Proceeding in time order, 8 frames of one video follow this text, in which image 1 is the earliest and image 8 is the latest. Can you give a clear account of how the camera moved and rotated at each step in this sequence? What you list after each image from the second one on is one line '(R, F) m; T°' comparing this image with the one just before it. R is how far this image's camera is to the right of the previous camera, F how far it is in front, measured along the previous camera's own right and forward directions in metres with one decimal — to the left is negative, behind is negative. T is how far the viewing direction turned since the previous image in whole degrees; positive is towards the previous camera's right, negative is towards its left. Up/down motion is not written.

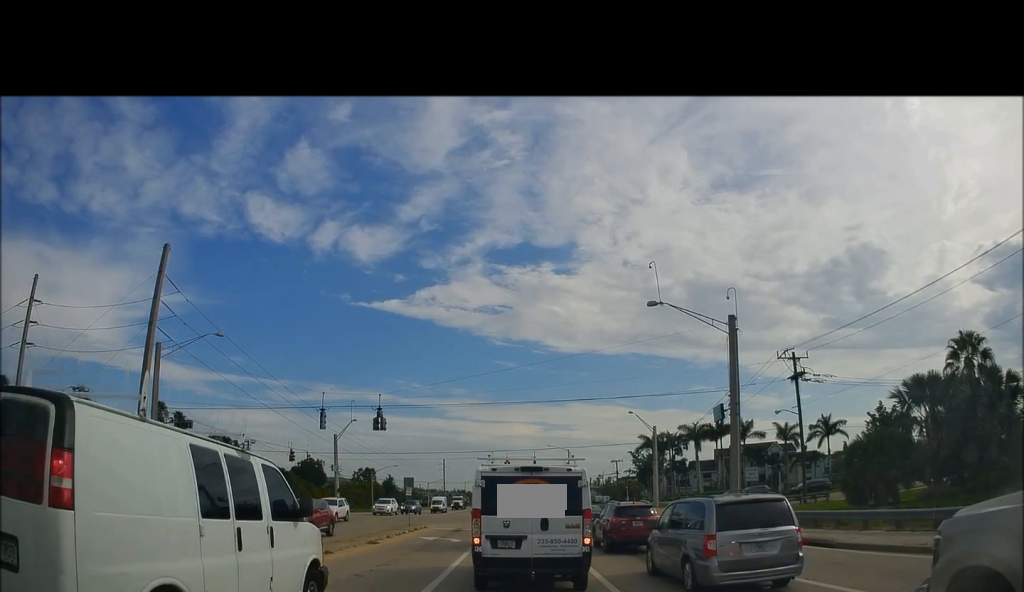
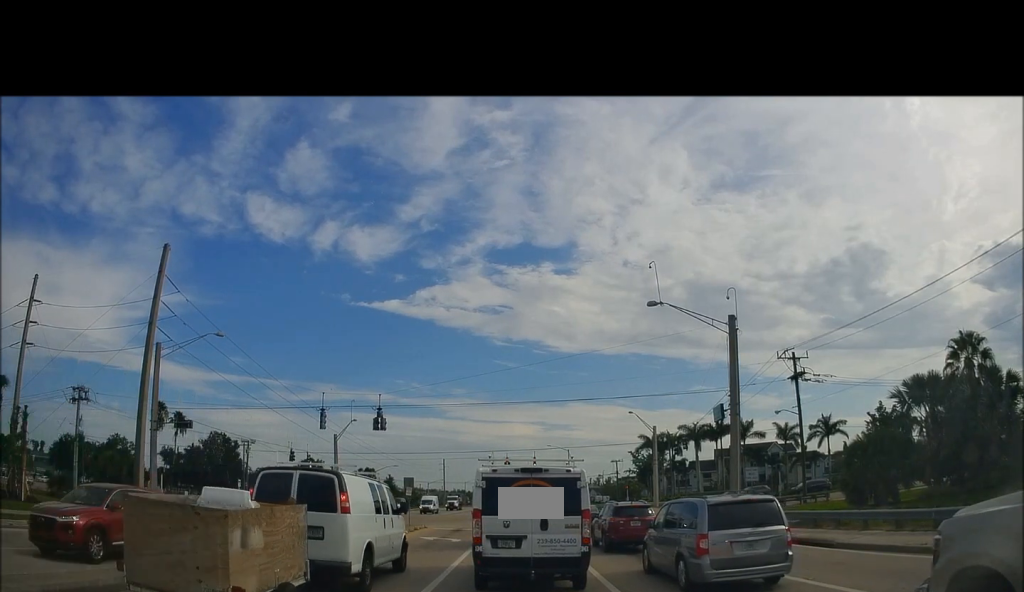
(0.0, 0.0) m; 0°
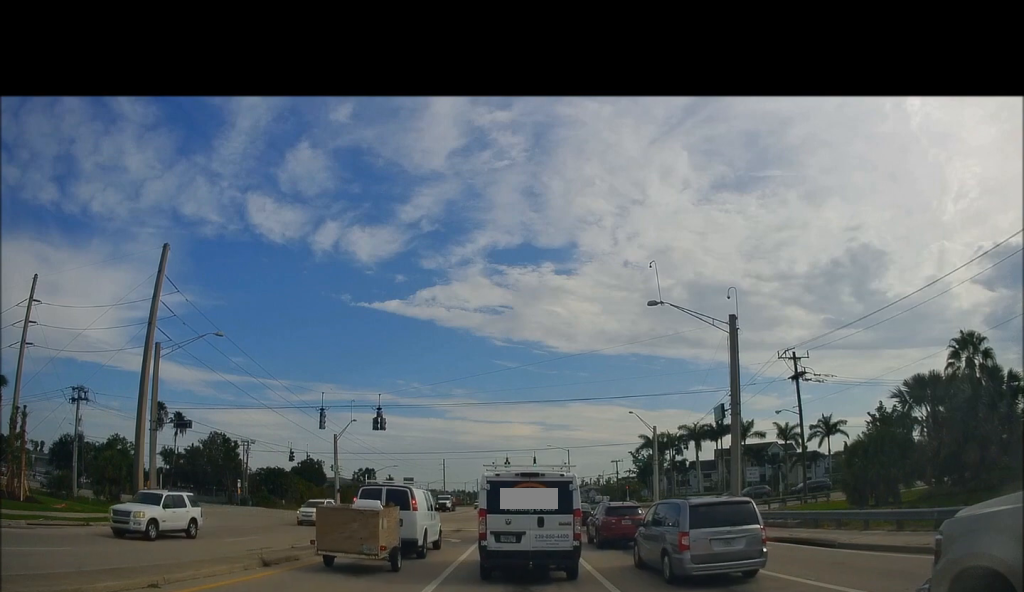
(0.0, 0.0) m; 0°
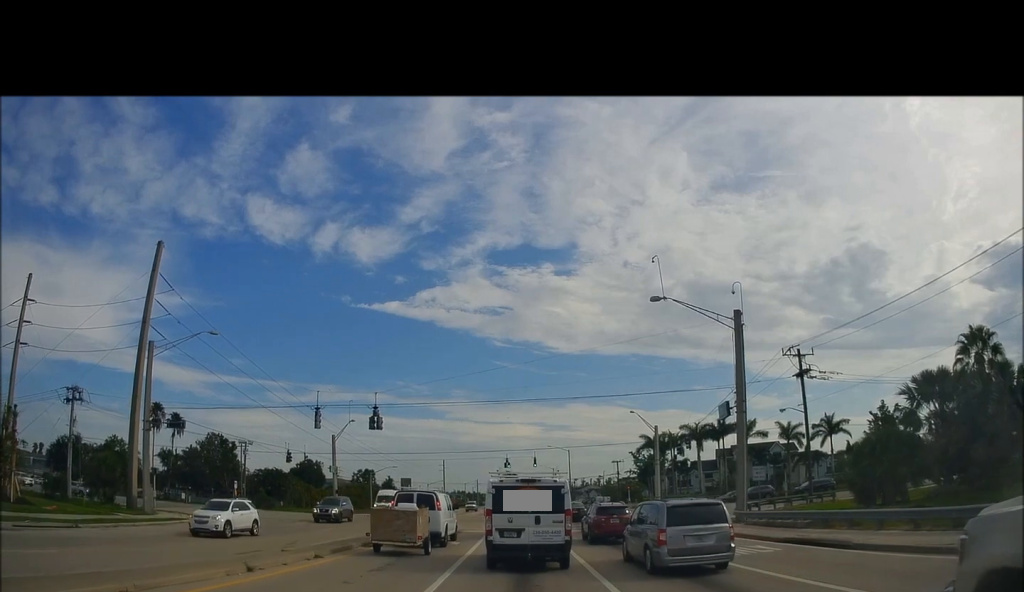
(0.0, 0.0) m; 0°
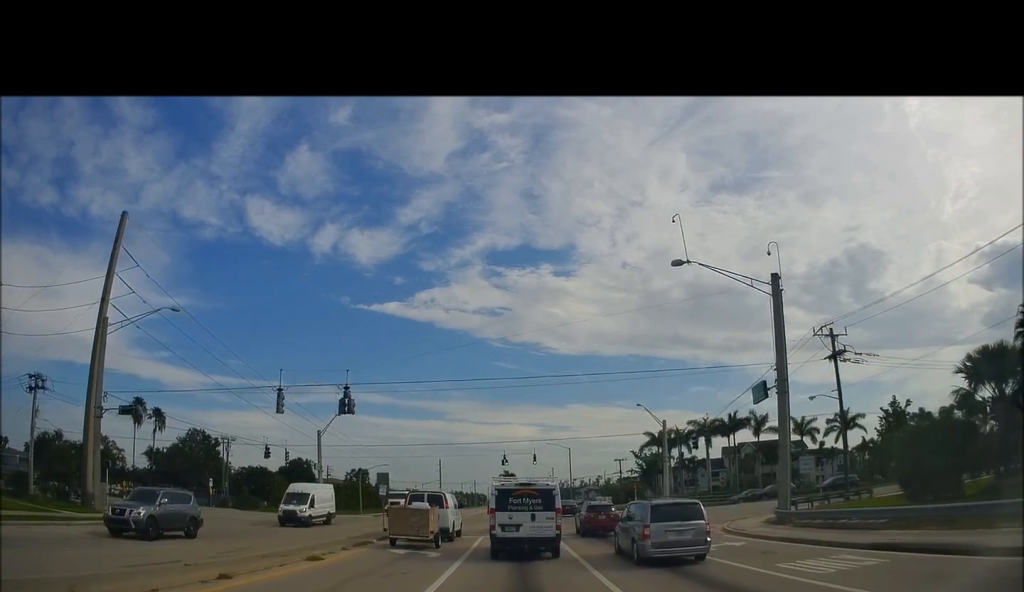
(0.0, +0.3) m; 0°
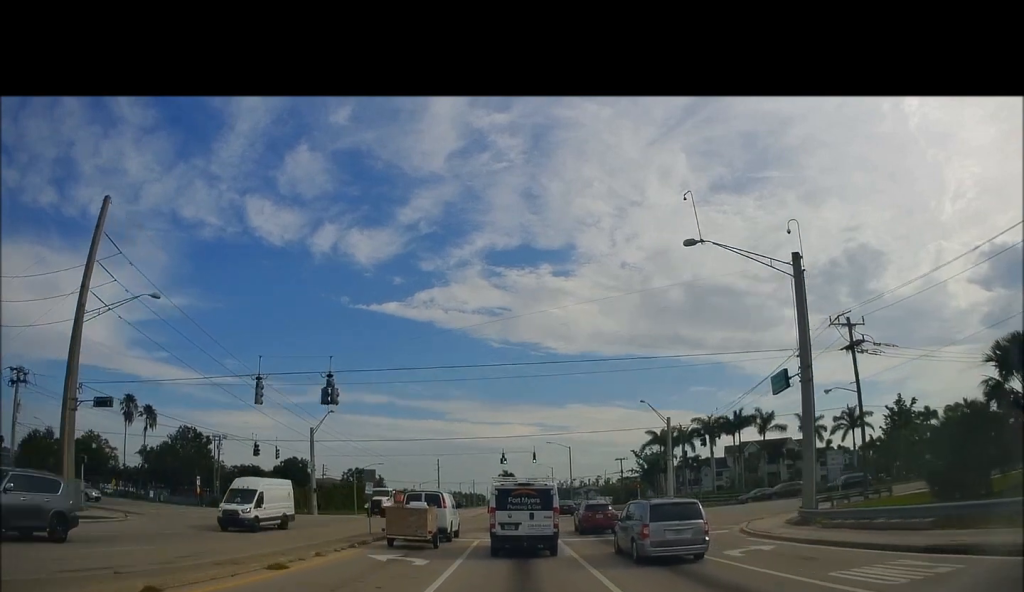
(0.0, +1.1) m; 0°
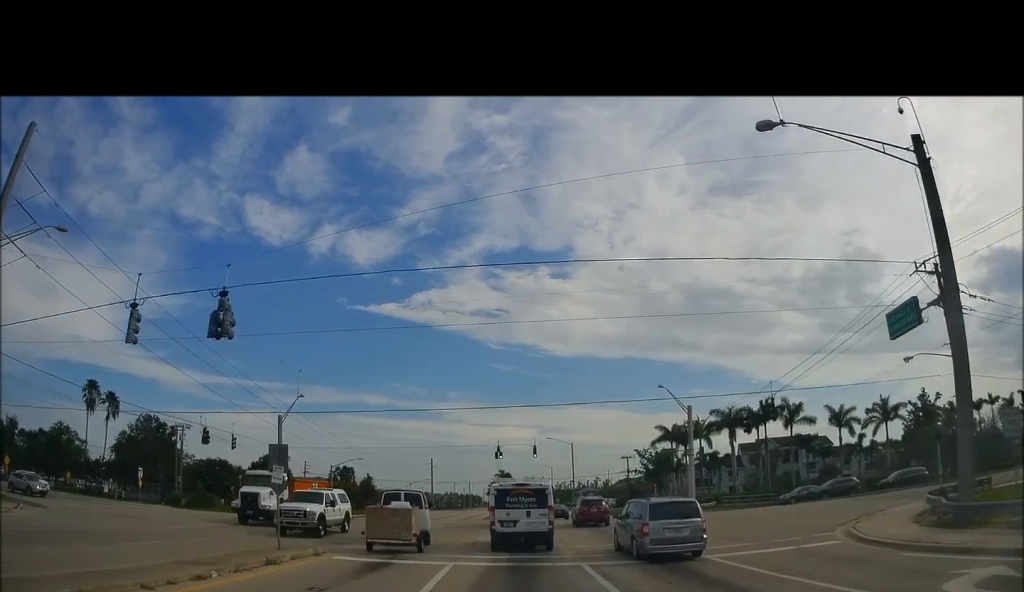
(0.0, +5.2) m; 0°
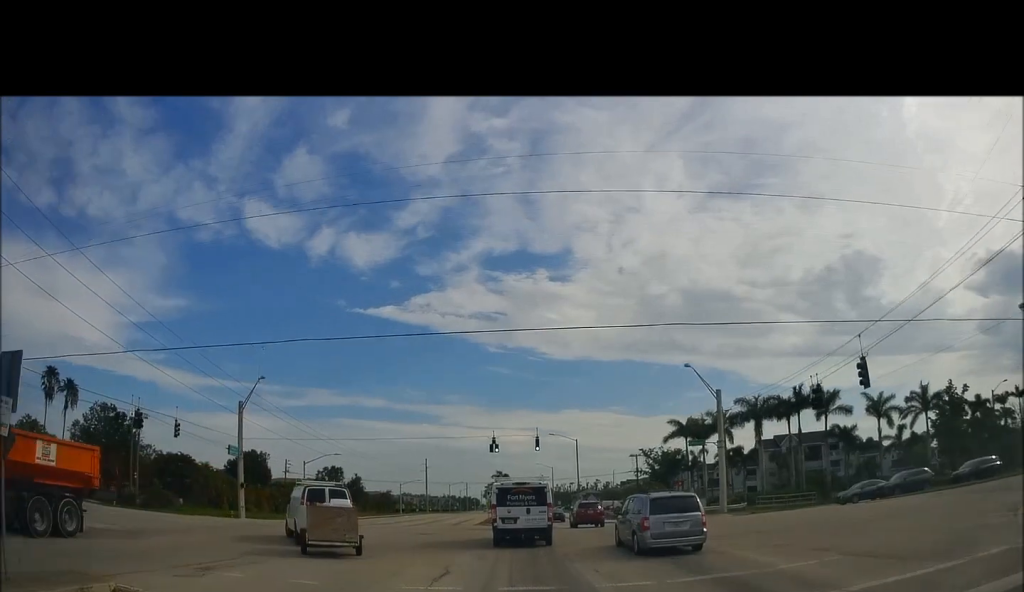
(0.0, +7.1) m; 0°
